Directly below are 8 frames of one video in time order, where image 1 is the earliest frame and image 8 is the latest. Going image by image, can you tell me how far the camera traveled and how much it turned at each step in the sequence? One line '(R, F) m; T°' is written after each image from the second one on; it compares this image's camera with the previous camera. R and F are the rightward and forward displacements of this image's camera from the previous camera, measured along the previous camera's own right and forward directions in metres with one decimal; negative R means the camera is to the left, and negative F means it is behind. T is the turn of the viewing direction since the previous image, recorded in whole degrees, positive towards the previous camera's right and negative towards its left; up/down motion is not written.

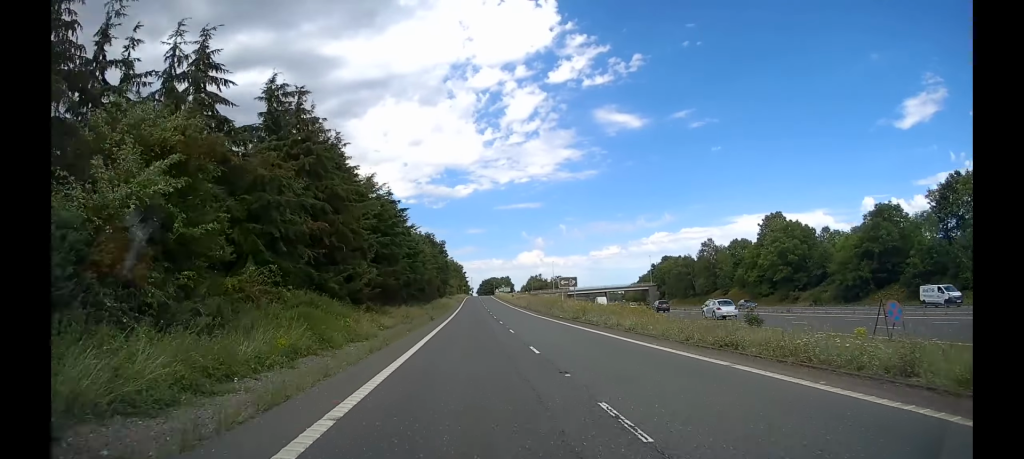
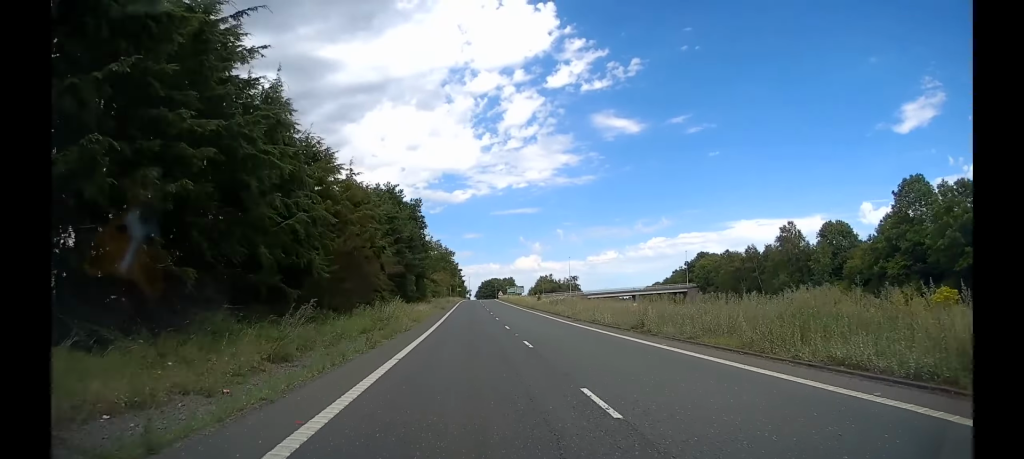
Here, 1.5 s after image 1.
(+0.1, +44.7) m; 0°
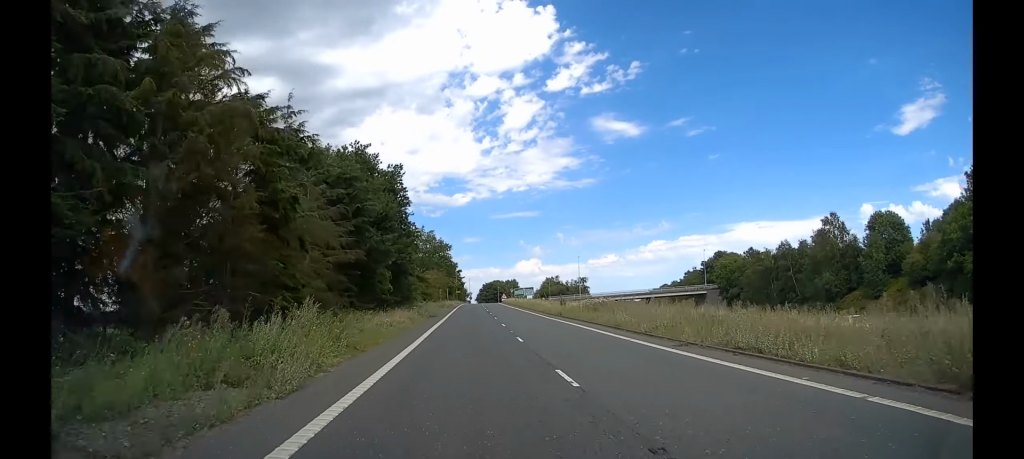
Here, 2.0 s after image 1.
(-0.1, +15.9) m; 0°
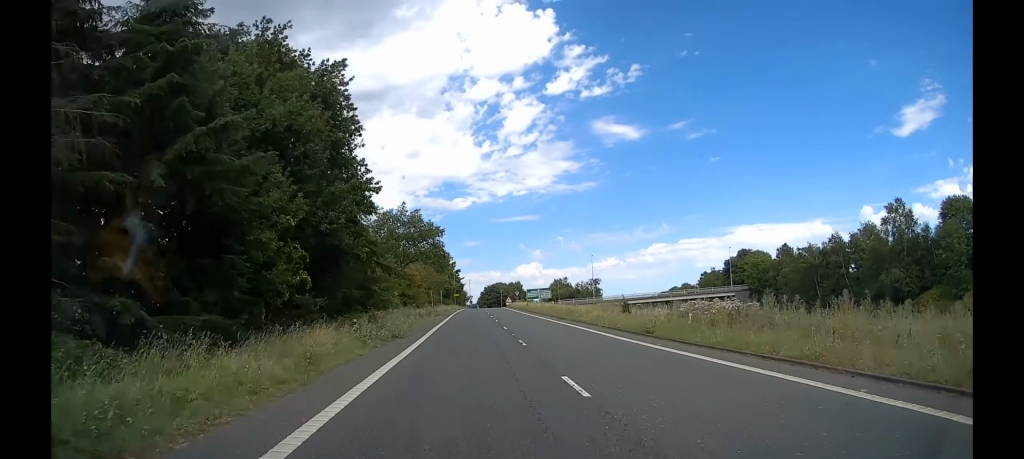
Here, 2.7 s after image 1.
(0.0, +19.1) m; 0°
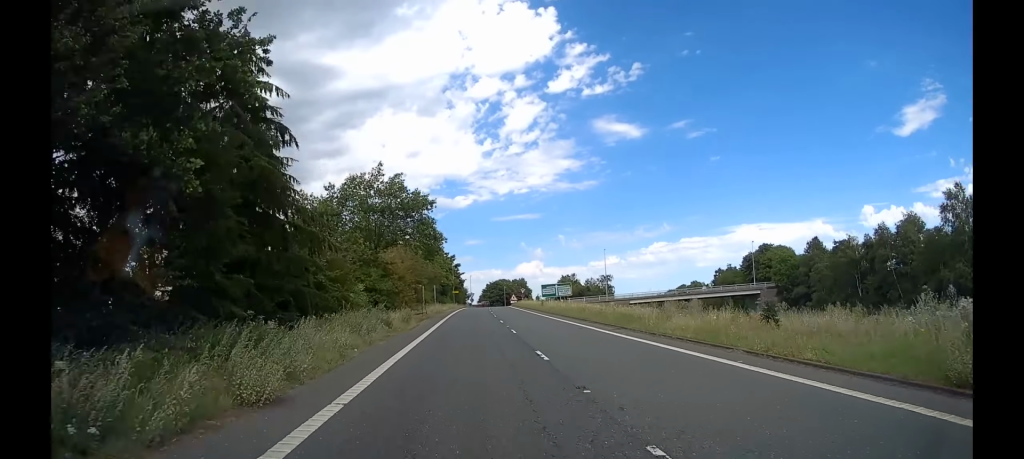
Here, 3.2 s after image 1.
(+0.1, +13.9) m; 0°
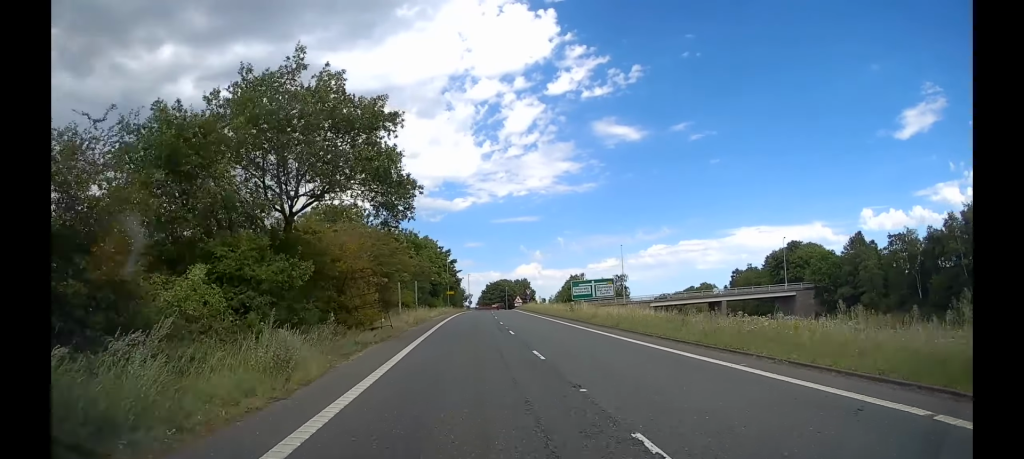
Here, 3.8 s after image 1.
(0.0, +17.4) m; 0°
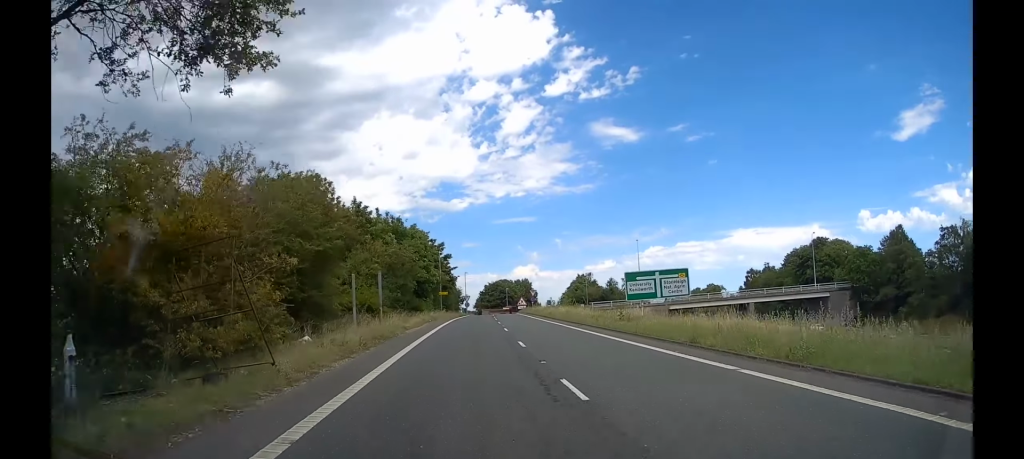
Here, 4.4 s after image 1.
(-0.1, +14.4) m; 0°
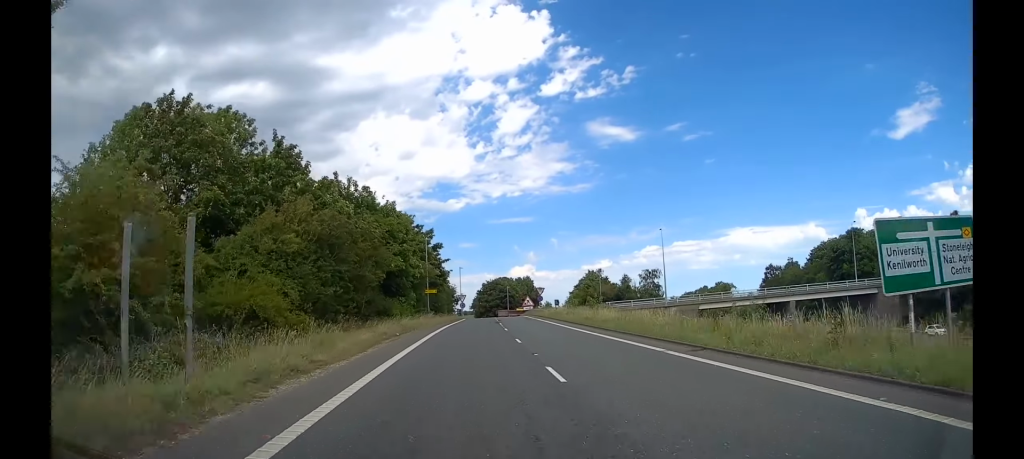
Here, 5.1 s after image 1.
(+0.1, +16.4) m; 0°
